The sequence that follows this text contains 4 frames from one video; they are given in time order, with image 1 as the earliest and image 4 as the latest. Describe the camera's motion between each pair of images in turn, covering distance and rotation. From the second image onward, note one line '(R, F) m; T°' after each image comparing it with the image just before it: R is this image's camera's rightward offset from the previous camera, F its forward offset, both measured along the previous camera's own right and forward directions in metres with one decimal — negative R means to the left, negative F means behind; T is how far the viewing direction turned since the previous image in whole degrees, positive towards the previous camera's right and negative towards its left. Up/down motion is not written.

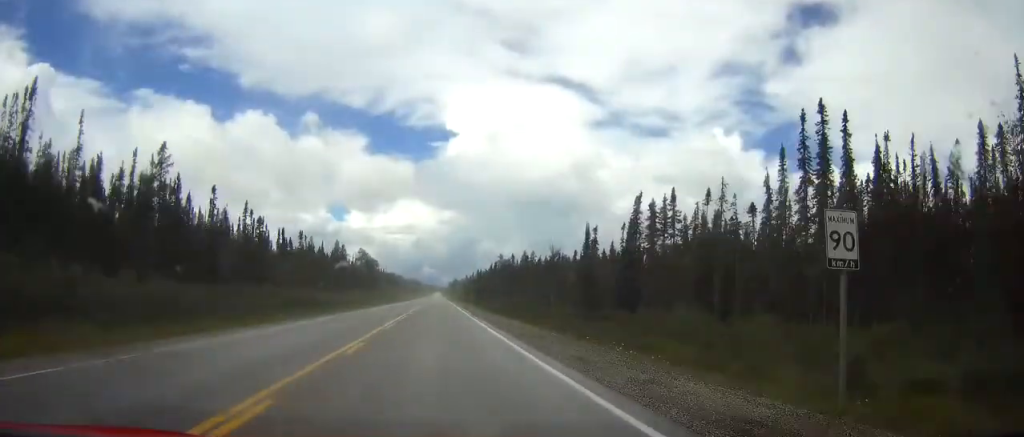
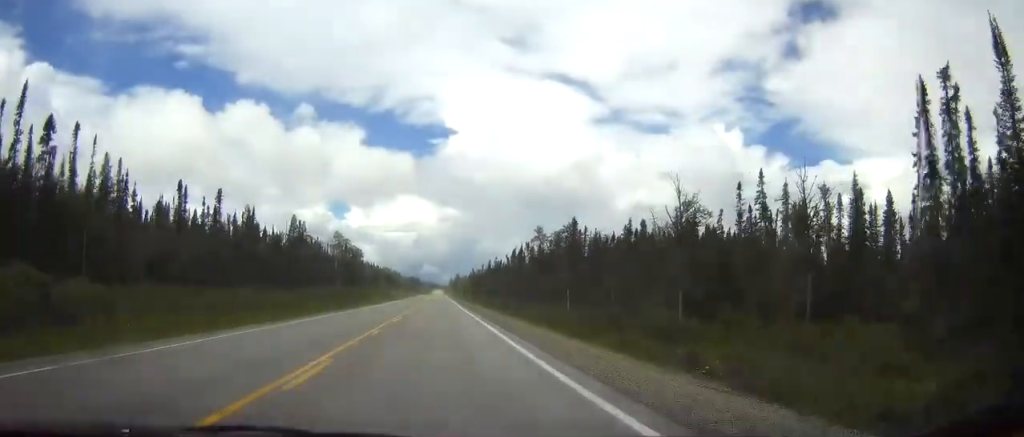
(+0.1, +77.0) m; 0°
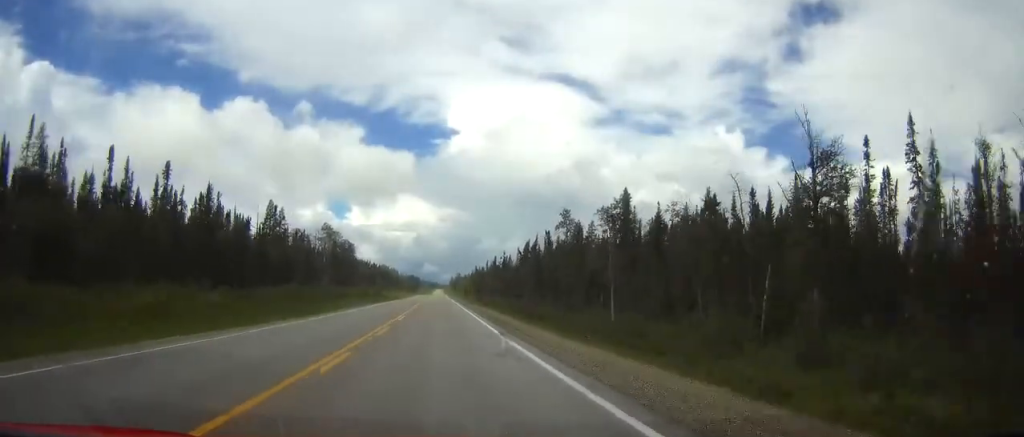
(-0.1, +26.5) m; 0°
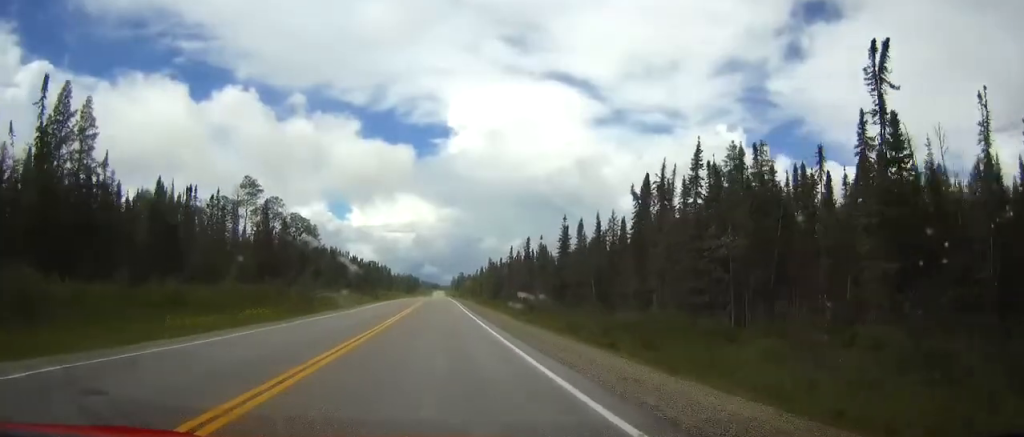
(+0.2, +92.7) m; 0°
